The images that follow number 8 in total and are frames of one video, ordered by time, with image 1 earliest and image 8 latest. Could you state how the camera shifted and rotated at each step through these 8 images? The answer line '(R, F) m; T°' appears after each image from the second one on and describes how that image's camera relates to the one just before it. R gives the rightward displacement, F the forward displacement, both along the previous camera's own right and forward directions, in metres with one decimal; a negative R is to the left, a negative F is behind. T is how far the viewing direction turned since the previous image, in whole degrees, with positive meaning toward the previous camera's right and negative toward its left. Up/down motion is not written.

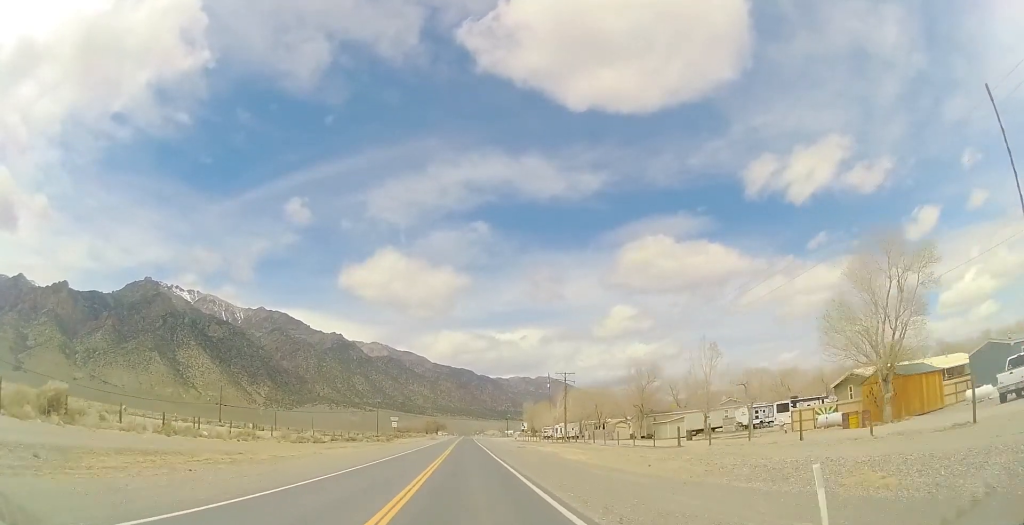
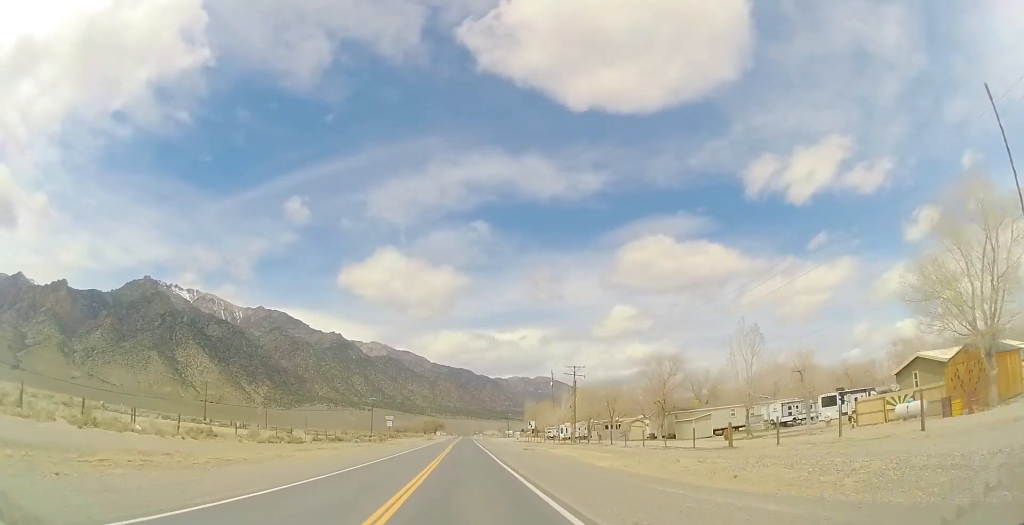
(-0.2, +7.6) m; +1°
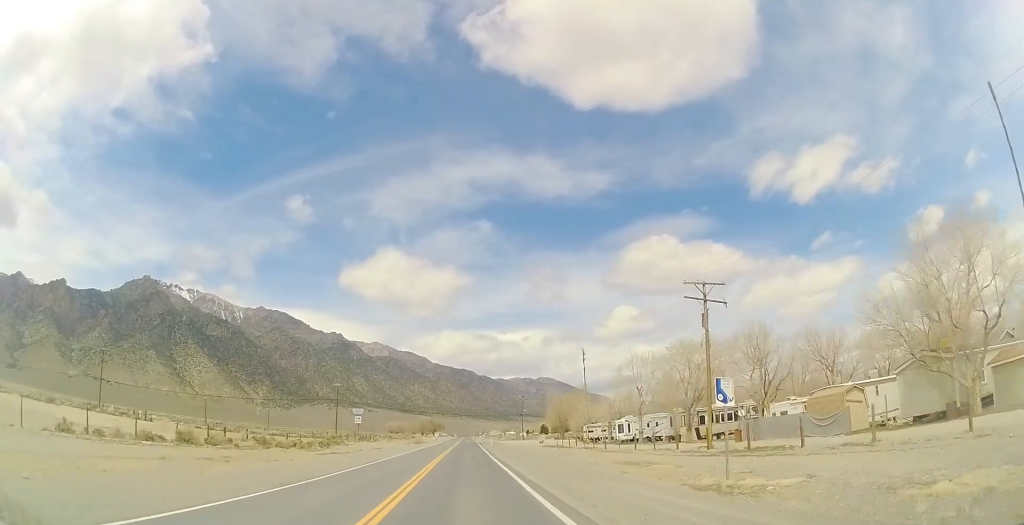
(+0.1, +41.1) m; -1°
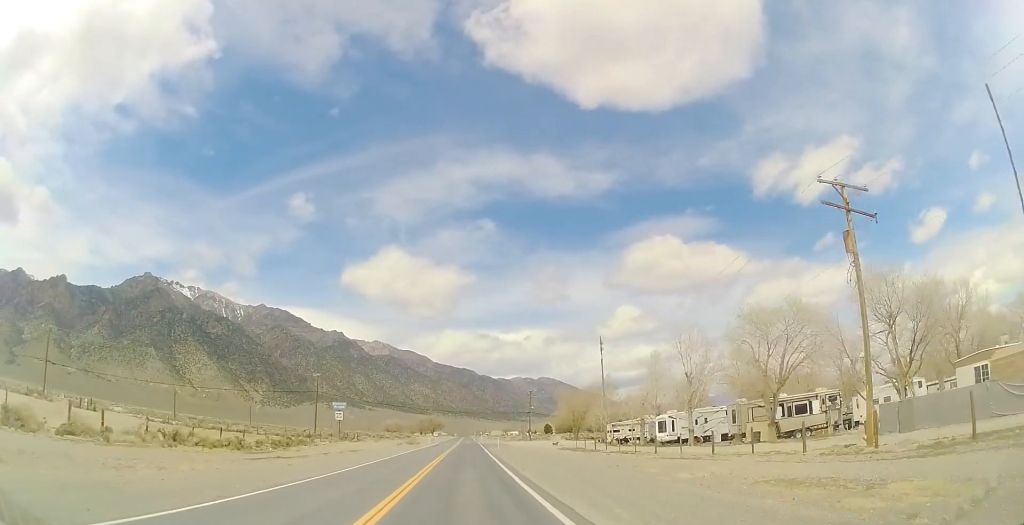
(+0.2, +14.8) m; +2°
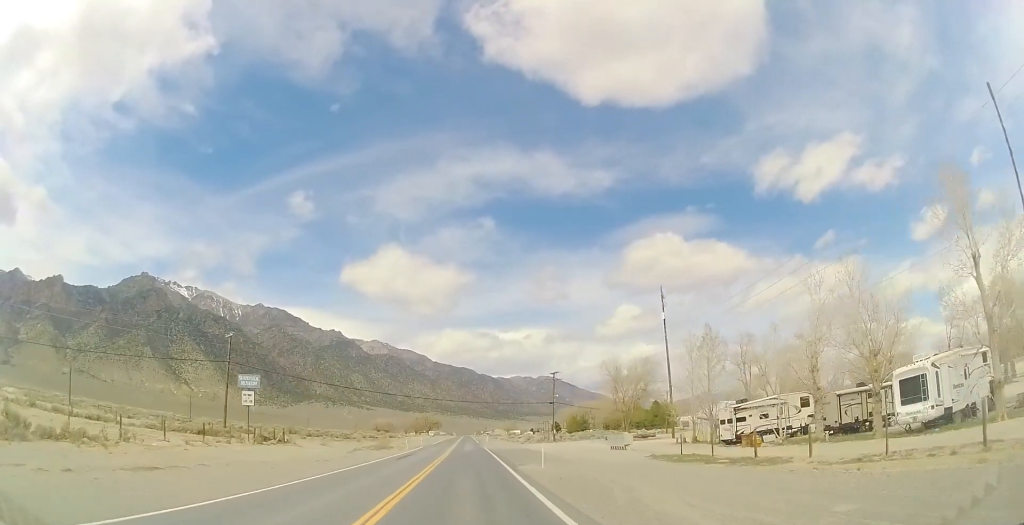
(+1.3, +34.9) m; 0°
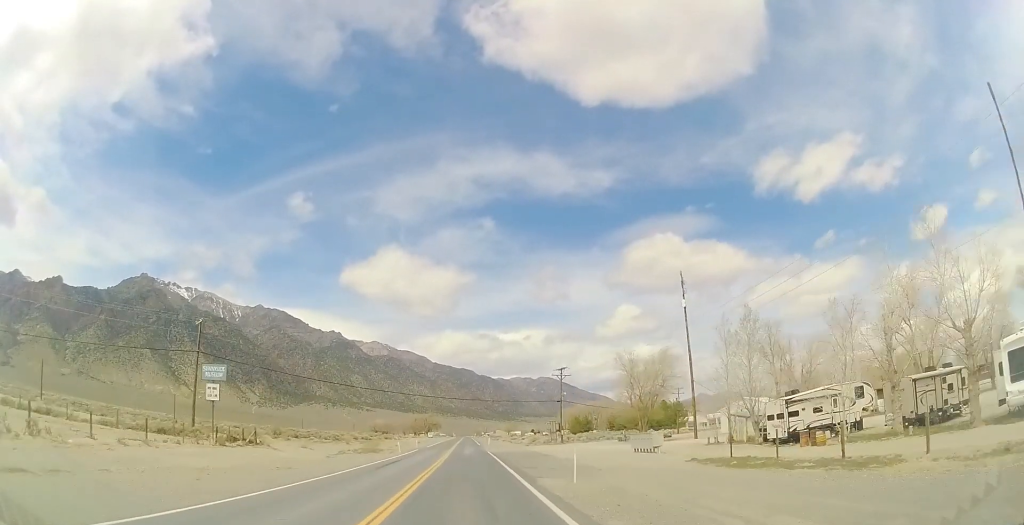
(-0.4, +7.2) m; -1°
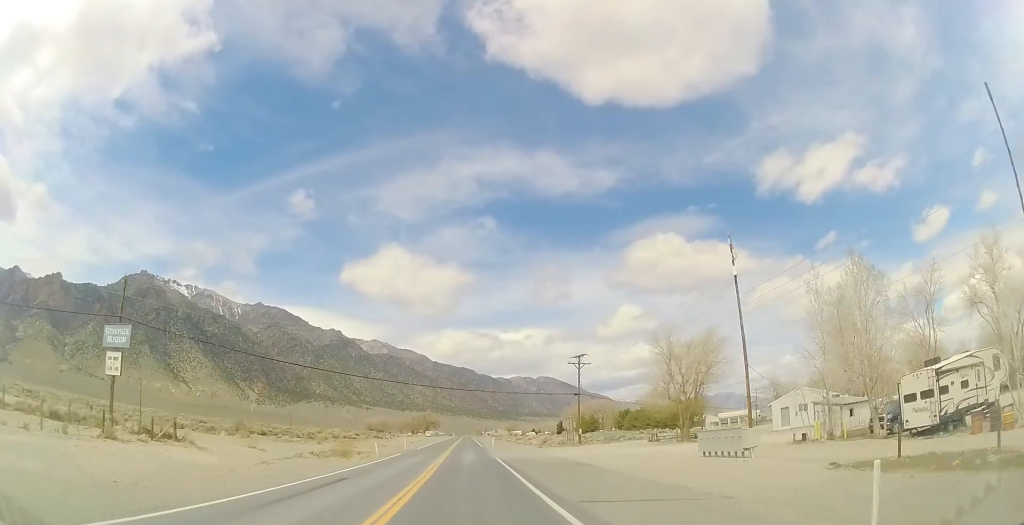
(-0.2, +13.3) m; 0°
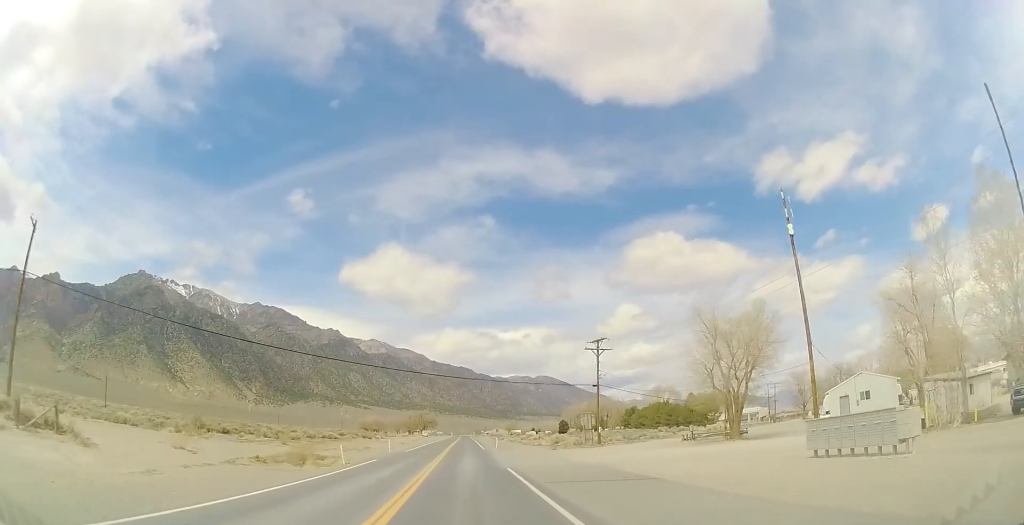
(+0.4, +11.0) m; +1°
